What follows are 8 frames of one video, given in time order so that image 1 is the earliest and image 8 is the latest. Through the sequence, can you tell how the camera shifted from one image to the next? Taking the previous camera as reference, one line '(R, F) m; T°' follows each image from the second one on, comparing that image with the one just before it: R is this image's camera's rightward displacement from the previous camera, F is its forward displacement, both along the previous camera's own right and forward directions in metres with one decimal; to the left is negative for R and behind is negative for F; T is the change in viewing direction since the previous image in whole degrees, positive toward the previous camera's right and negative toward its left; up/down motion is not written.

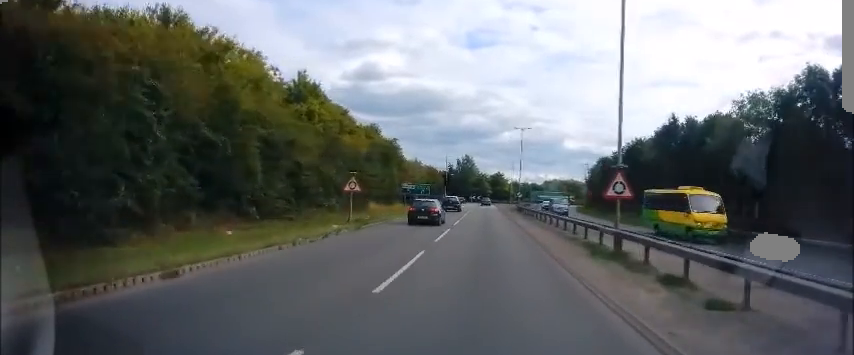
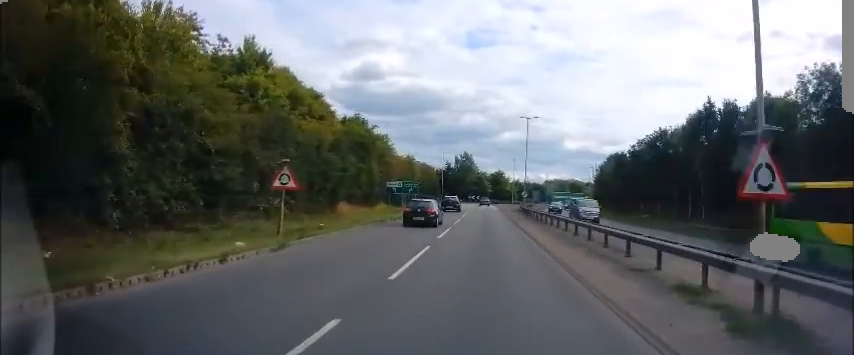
(+0.1, +8.1) m; 0°
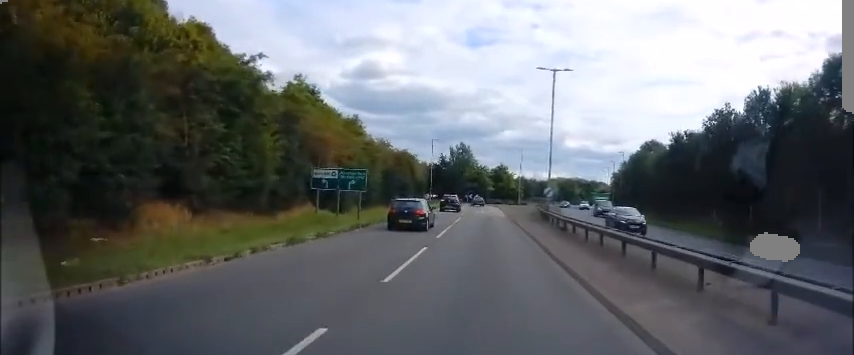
(+0.2, +19.4) m; 0°
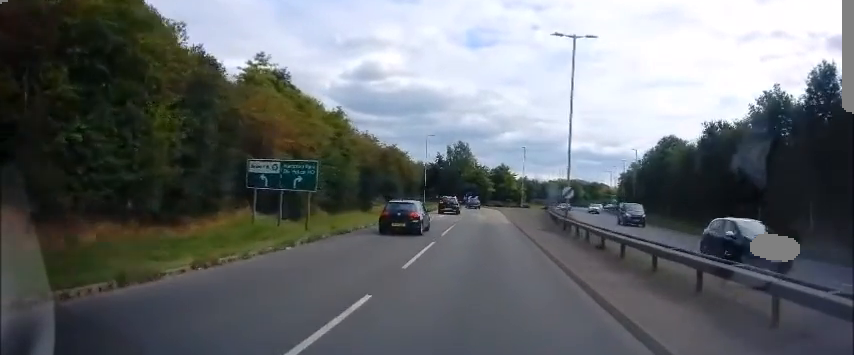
(-0.1, +7.3) m; 0°
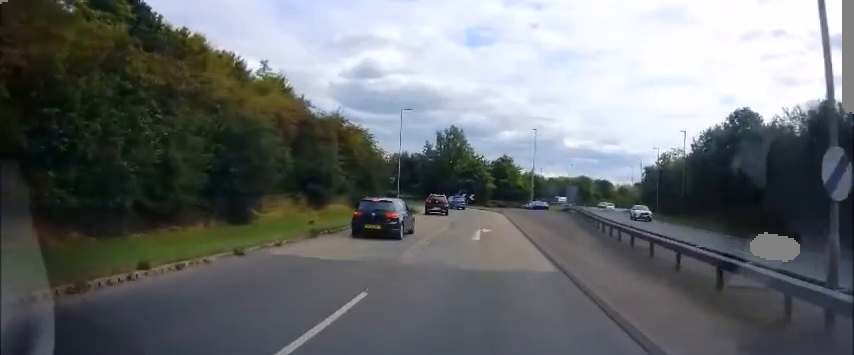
(+0.1, +19.2) m; 0°
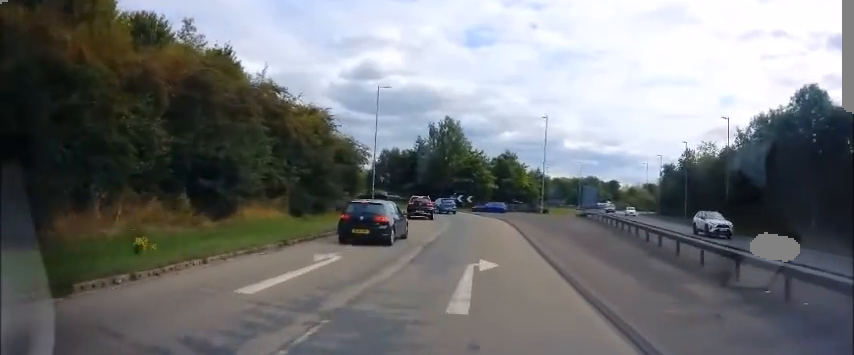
(-0.2, +10.7) m; +1°
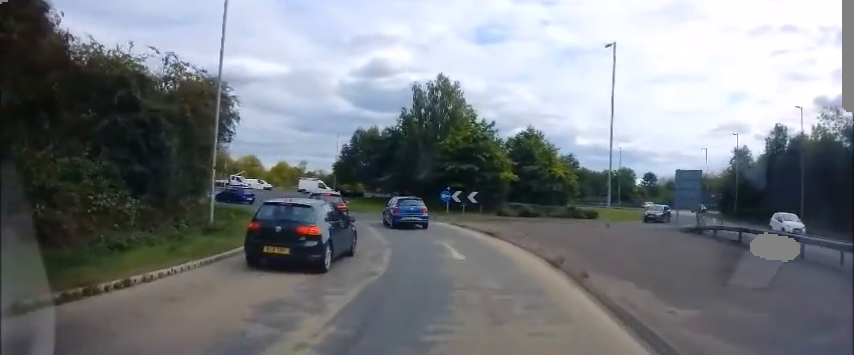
(-0.3, +23.8) m; -4°
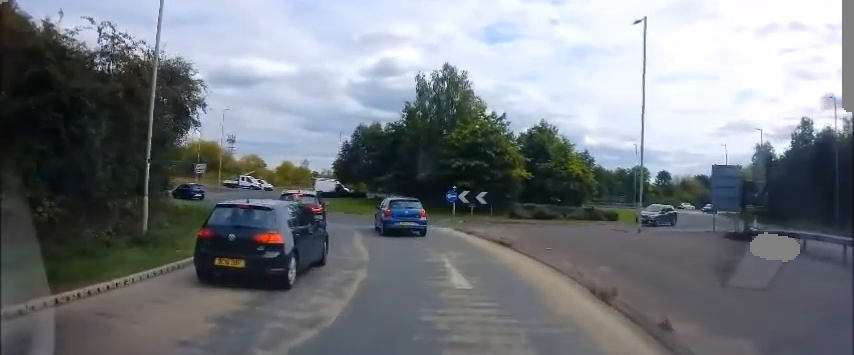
(0.0, +3.6) m; -1°
